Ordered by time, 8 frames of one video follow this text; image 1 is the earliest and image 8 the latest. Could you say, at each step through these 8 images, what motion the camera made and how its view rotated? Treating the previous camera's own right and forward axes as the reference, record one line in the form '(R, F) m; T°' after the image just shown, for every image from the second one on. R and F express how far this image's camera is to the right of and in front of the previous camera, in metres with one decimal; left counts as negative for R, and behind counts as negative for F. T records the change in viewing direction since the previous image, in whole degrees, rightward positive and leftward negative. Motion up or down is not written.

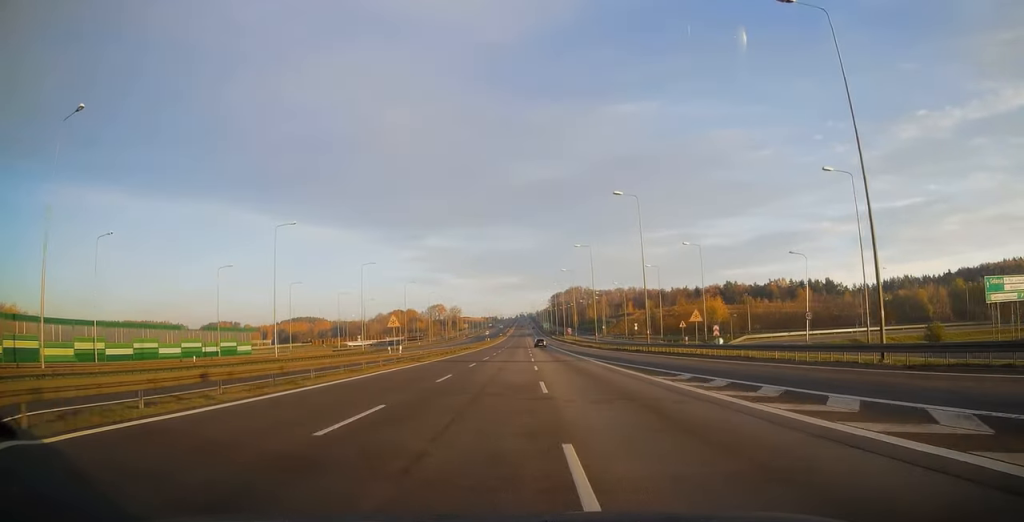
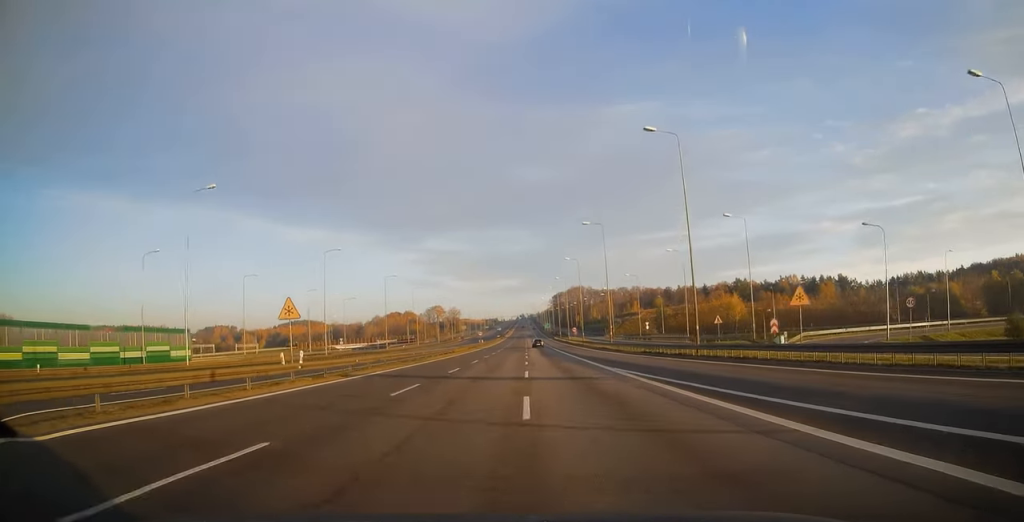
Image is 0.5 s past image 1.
(+0.1, +17.1) m; 0°
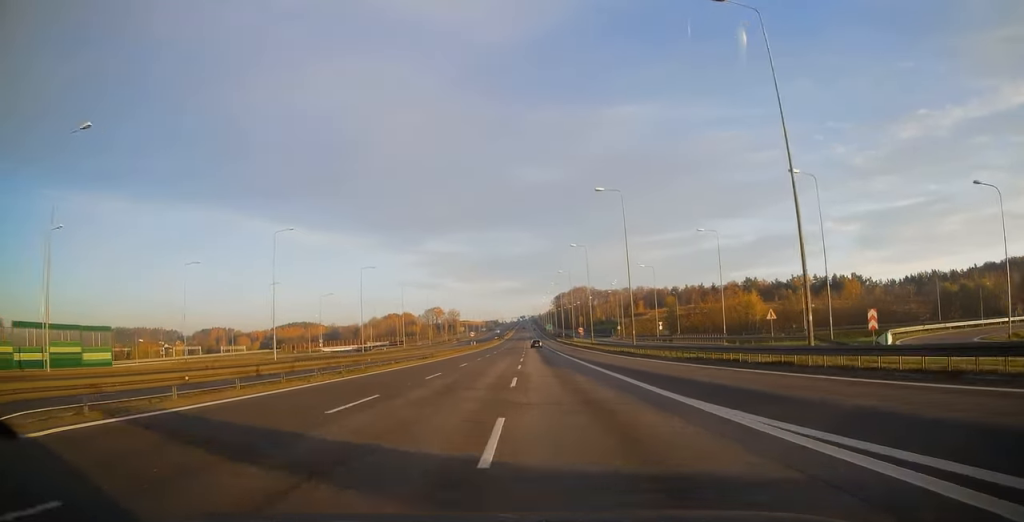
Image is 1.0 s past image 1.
(0.0, +16.0) m; 0°
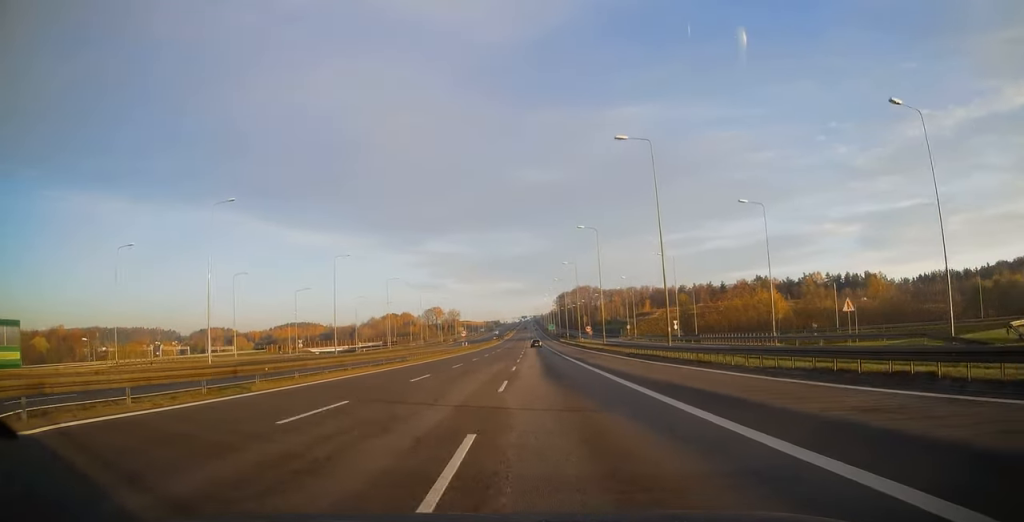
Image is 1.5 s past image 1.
(0.0, +13.8) m; 0°
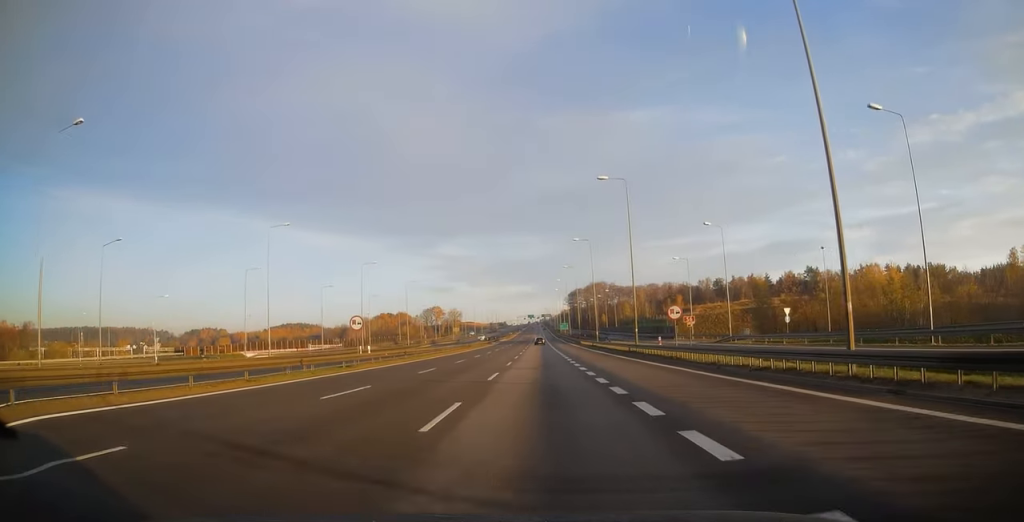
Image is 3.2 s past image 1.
(-0.3, +55.7) m; -1°
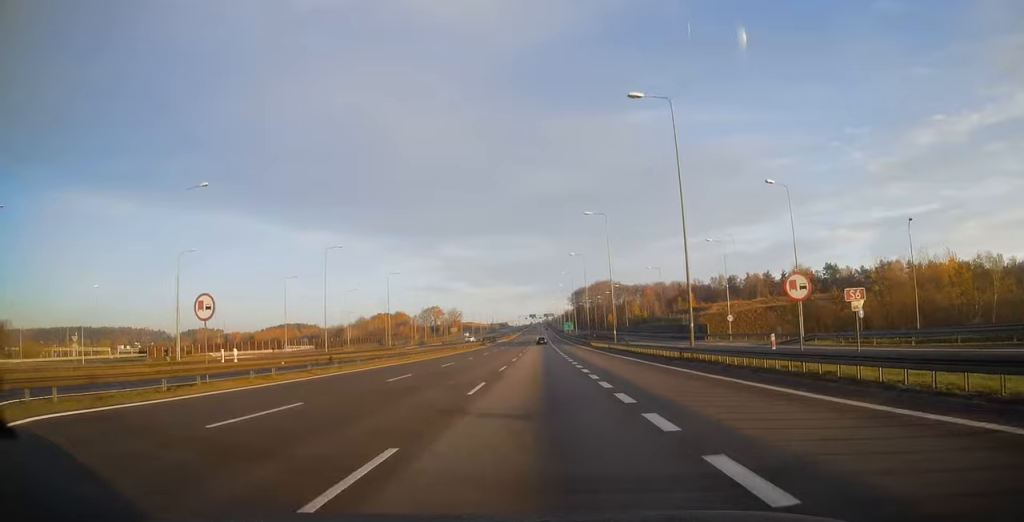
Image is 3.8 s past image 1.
(0.0, +17.4) m; 0°
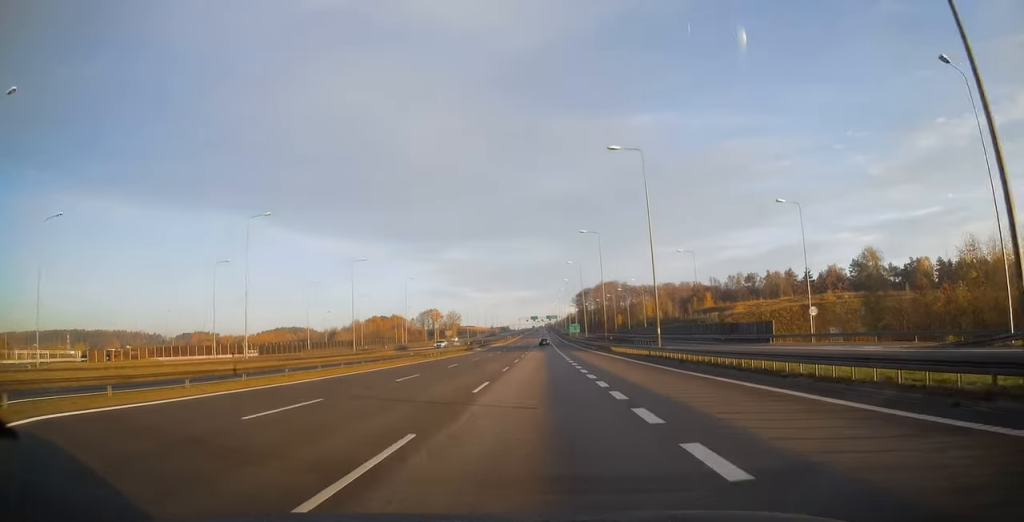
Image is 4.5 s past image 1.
(-0.2, +22.7) m; 0°
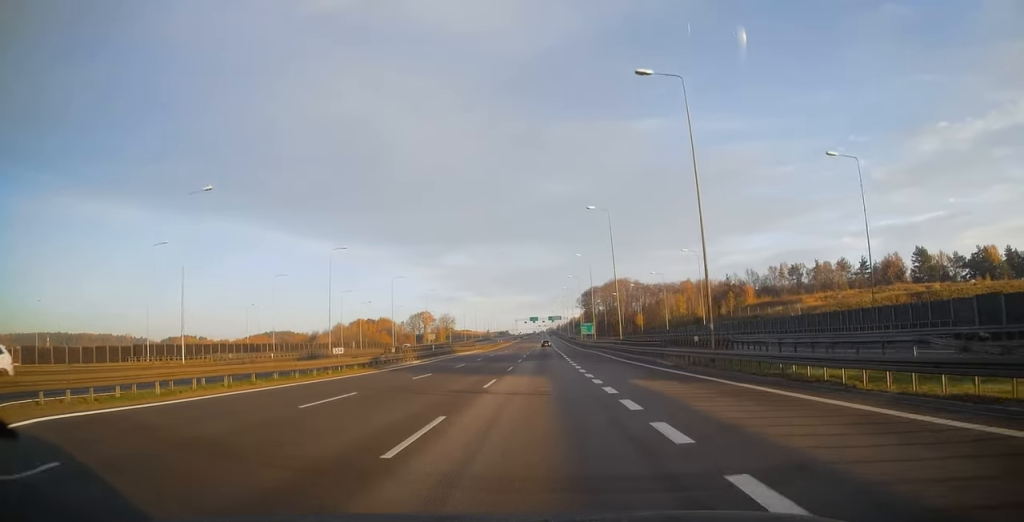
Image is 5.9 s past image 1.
(0.0, +45.5) m; 0°
